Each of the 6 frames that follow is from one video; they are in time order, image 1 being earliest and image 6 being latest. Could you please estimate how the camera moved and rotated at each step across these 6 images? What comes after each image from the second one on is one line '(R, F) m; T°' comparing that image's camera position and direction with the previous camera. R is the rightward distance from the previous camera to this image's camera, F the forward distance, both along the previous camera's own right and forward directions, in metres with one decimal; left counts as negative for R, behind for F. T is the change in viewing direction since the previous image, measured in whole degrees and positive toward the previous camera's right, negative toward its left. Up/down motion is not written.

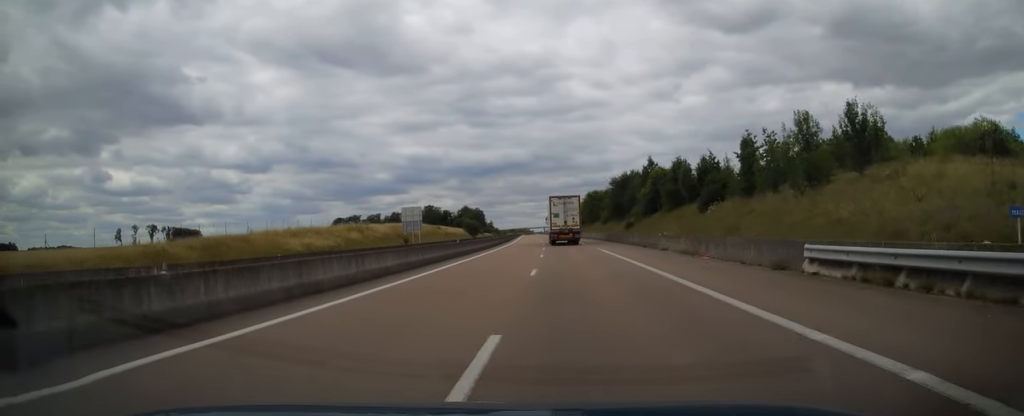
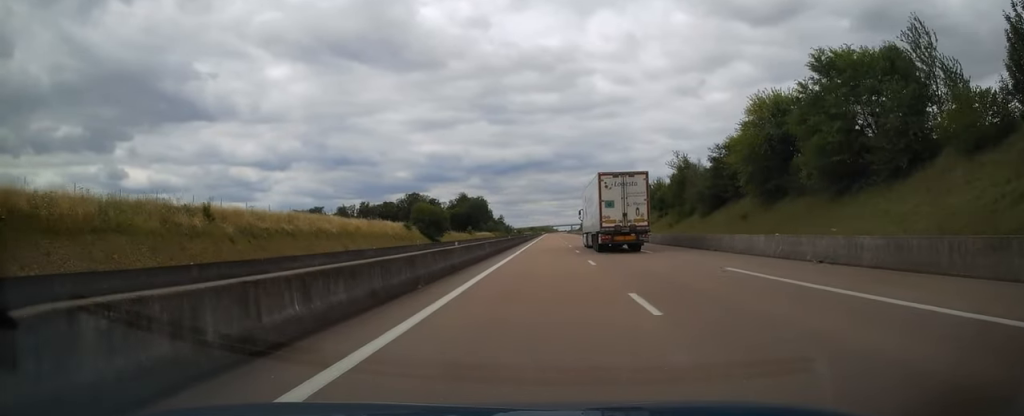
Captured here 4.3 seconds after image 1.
(-3.2, +124.7) m; -3°
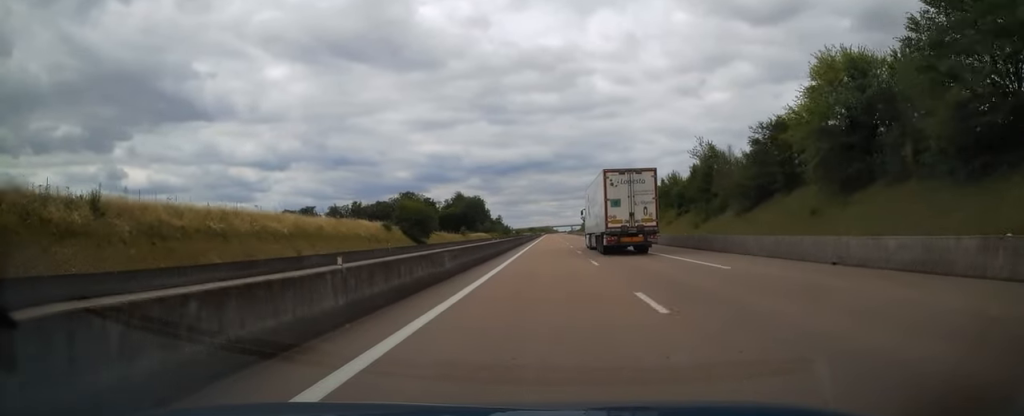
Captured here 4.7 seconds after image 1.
(-0.1, +12.7) m; 0°
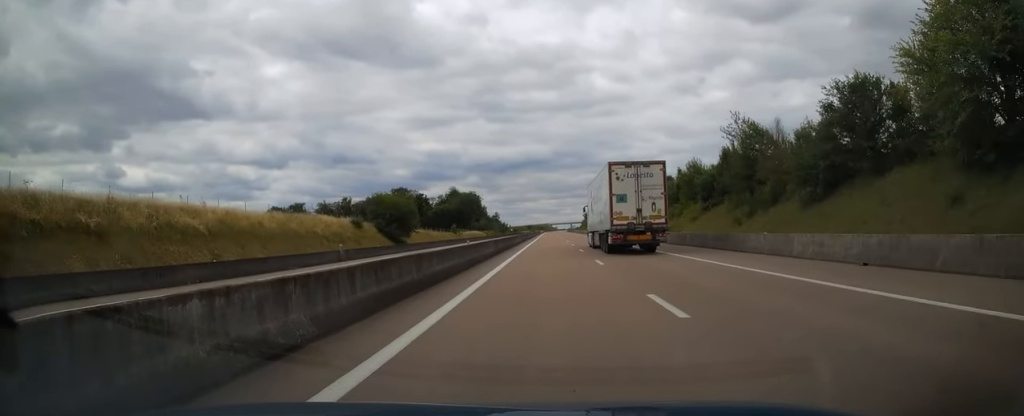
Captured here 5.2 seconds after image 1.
(0.0, +13.6) m; 0°
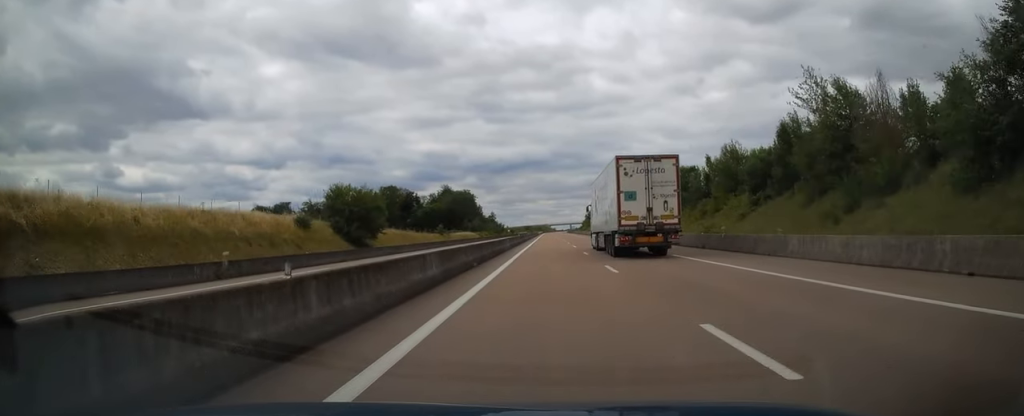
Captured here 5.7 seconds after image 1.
(0.0, +16.5) m; 0°
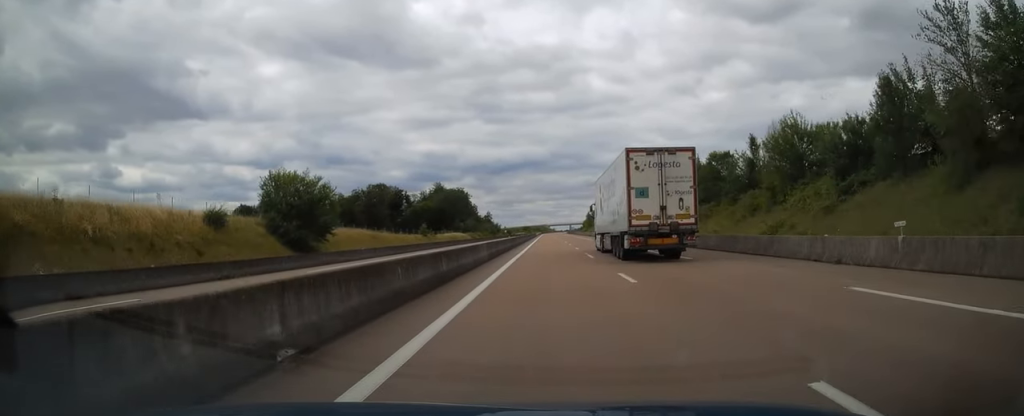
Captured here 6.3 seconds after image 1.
(-0.1, +16.1) m; 0°
